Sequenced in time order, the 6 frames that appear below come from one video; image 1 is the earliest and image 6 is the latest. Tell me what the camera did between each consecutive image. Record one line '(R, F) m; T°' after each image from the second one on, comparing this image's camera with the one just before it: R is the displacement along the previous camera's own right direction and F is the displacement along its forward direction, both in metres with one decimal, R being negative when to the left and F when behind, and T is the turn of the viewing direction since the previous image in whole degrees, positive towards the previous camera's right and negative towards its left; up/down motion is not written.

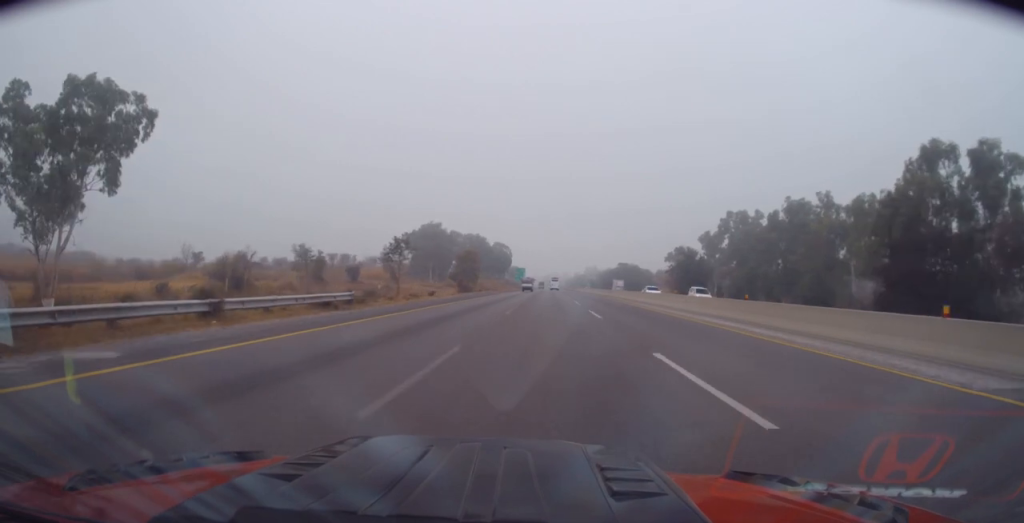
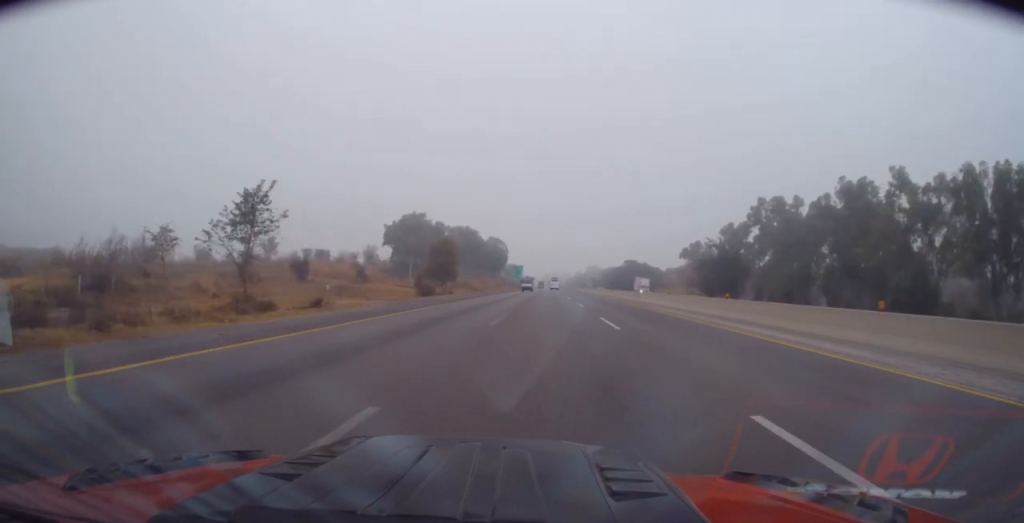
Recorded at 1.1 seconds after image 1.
(+0.6, +23.5) m; +2°
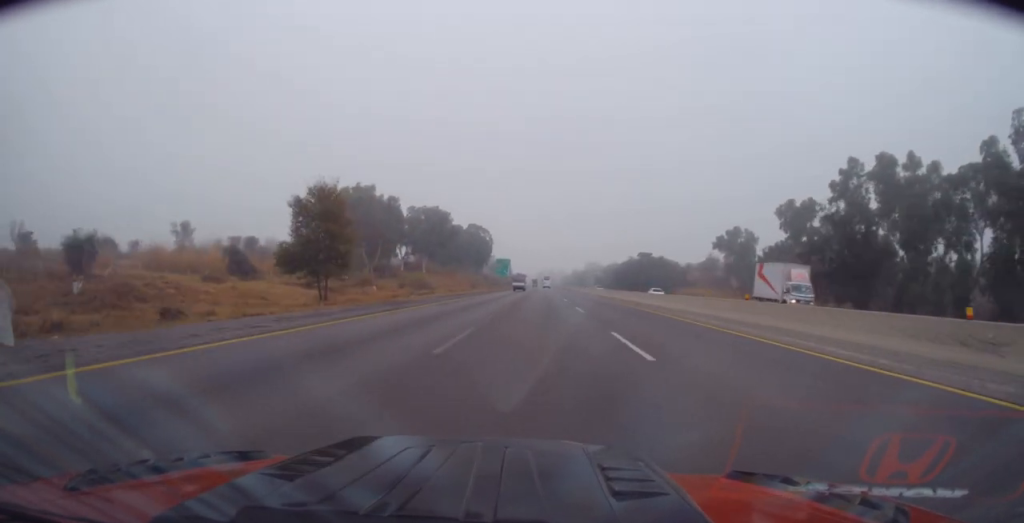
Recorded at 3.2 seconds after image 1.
(-0.3, +43.1) m; 0°
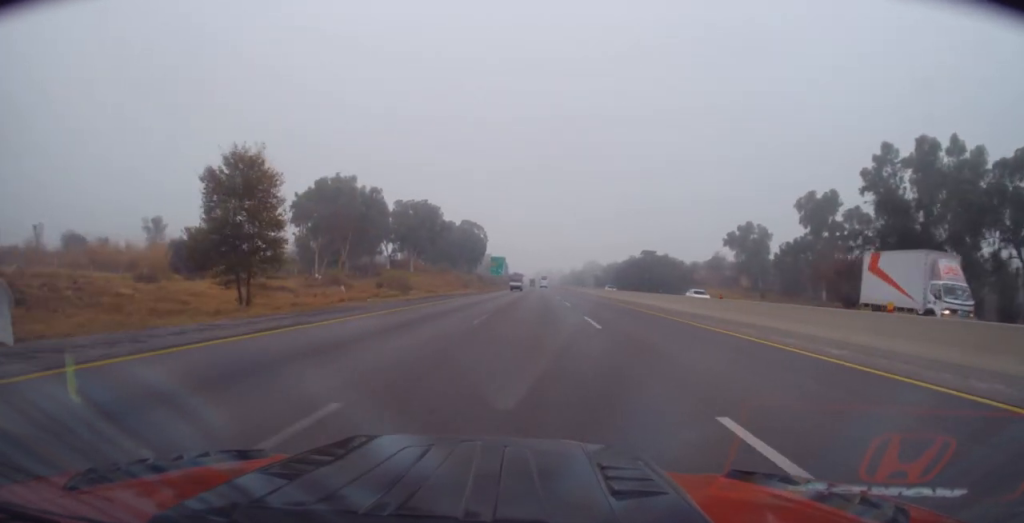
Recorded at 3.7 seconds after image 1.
(+0.1, +10.5) m; 0°
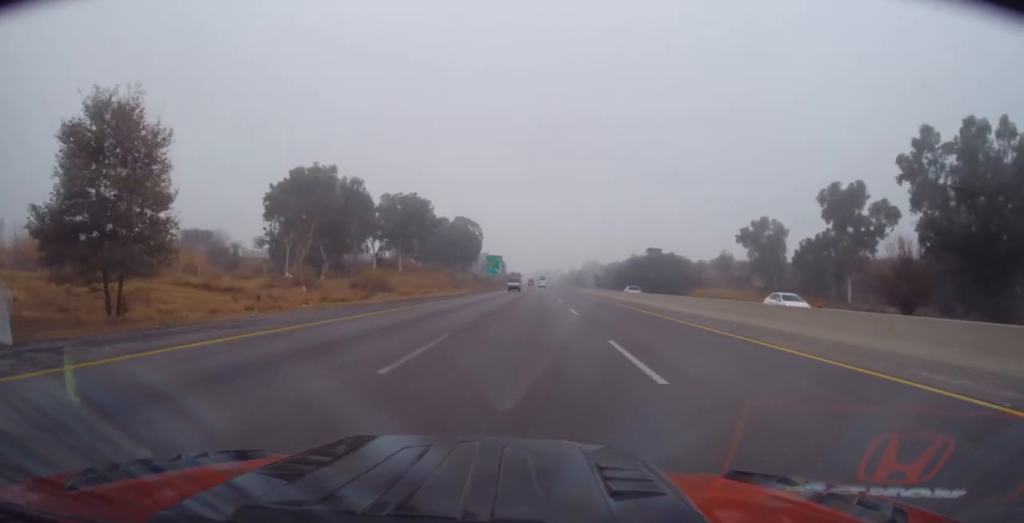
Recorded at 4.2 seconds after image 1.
(+0.1, +9.8) m; 0°
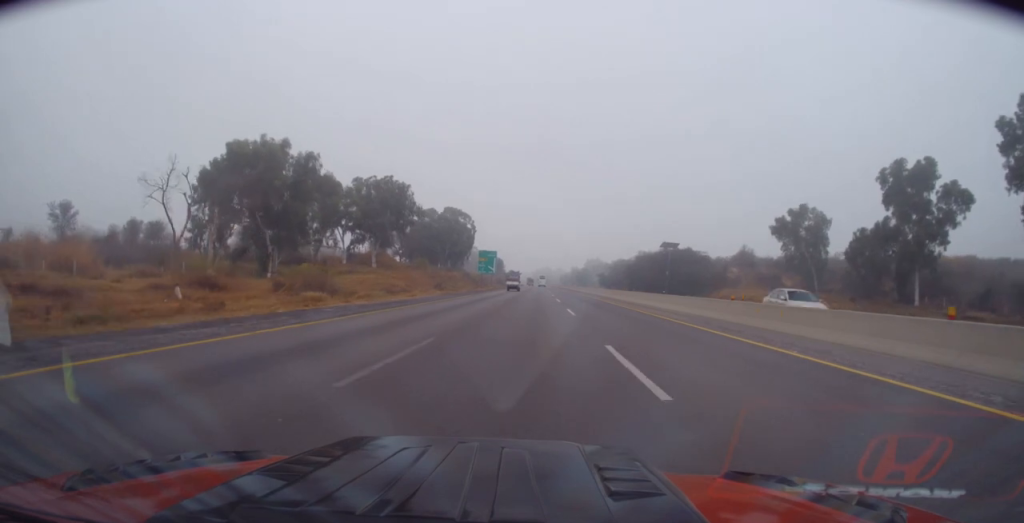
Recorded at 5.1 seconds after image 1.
(-0.1, +19.0) m; 0°
